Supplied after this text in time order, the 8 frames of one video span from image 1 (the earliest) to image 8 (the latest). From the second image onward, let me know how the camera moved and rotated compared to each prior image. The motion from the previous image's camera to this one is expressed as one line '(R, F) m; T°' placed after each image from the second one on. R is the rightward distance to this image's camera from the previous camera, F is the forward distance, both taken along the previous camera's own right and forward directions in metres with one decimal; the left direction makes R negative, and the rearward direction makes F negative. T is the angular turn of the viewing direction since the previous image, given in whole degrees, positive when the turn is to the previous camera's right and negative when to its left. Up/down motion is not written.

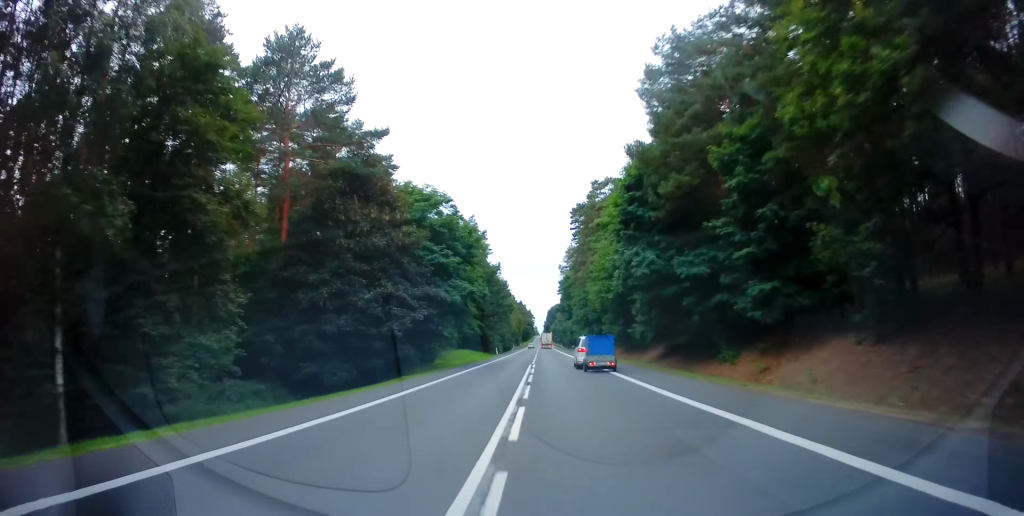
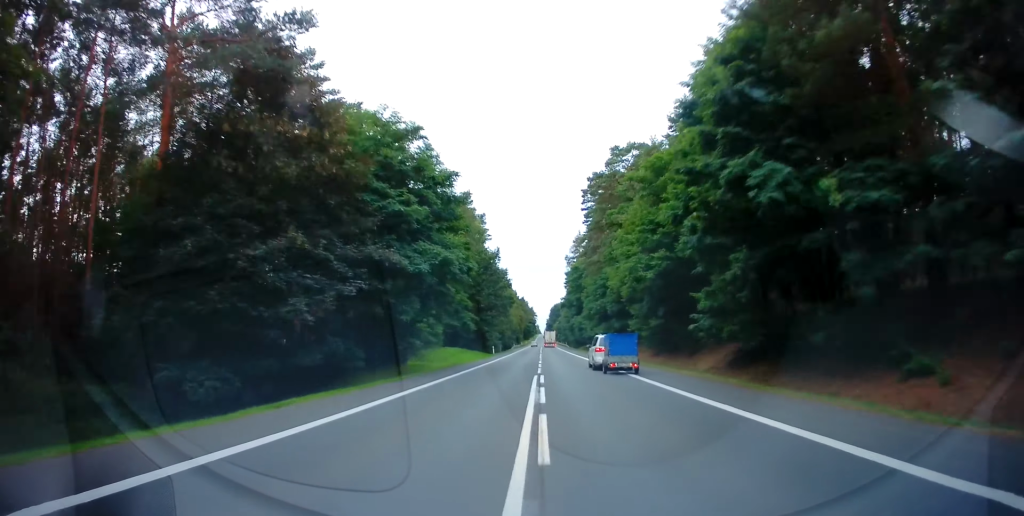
(0.0, +13.8) m; 0°
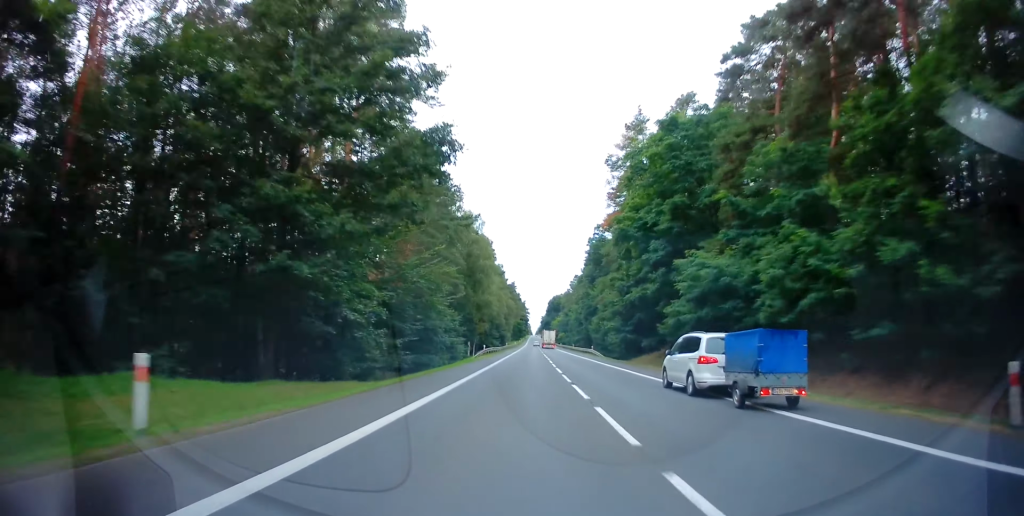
(+0.9, +71.0) m; +1°
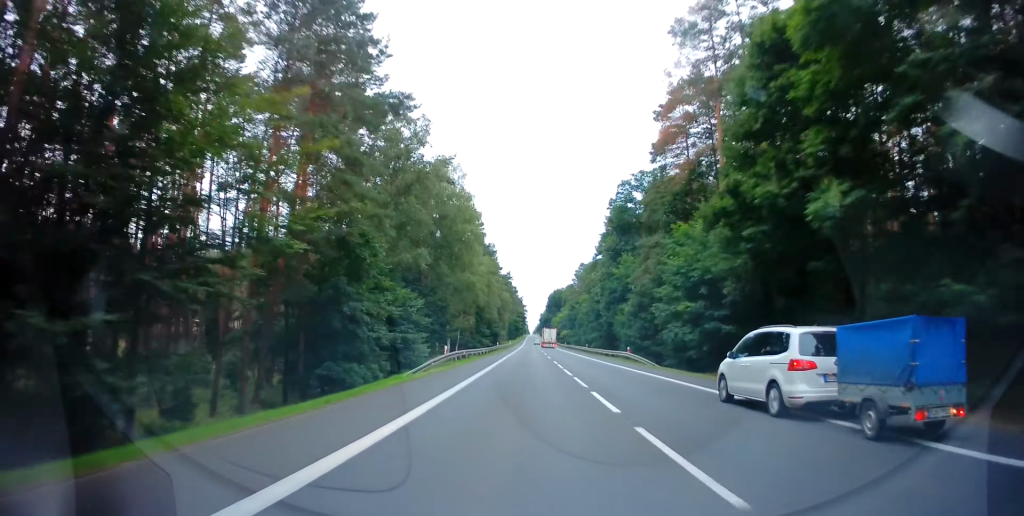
(-0.4, +26.6) m; -1°
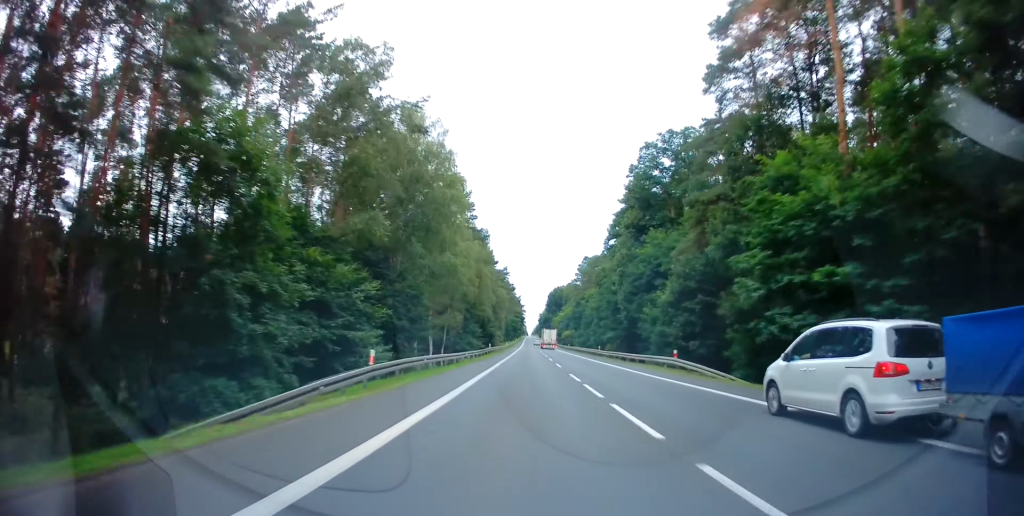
(-0.1, +14.7) m; 0°
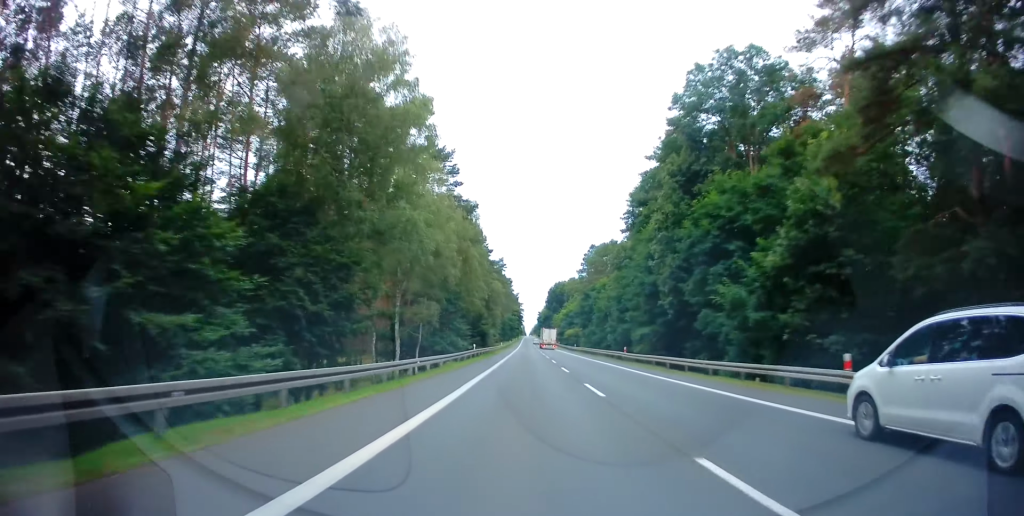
(-0.1, +17.7) m; +1°
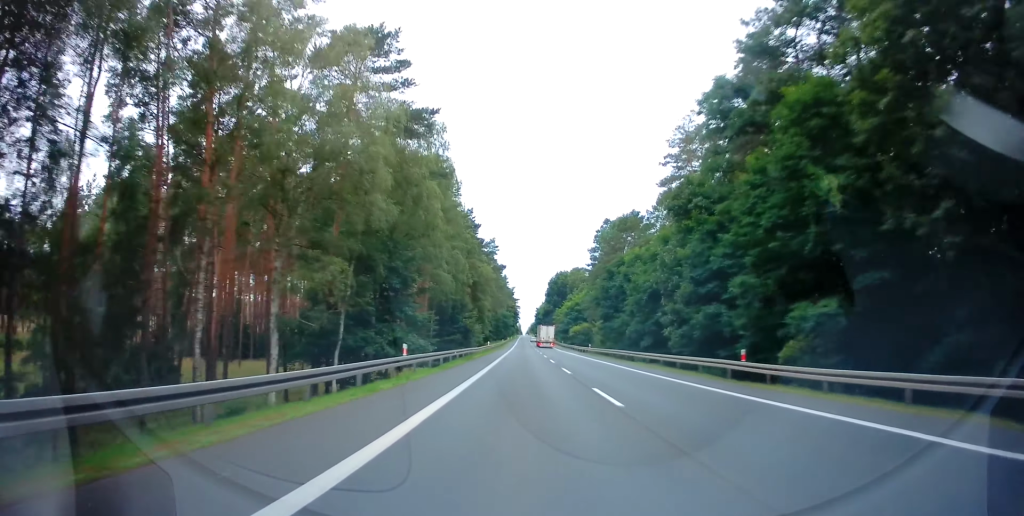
(+0.4, +26.6) m; +1°
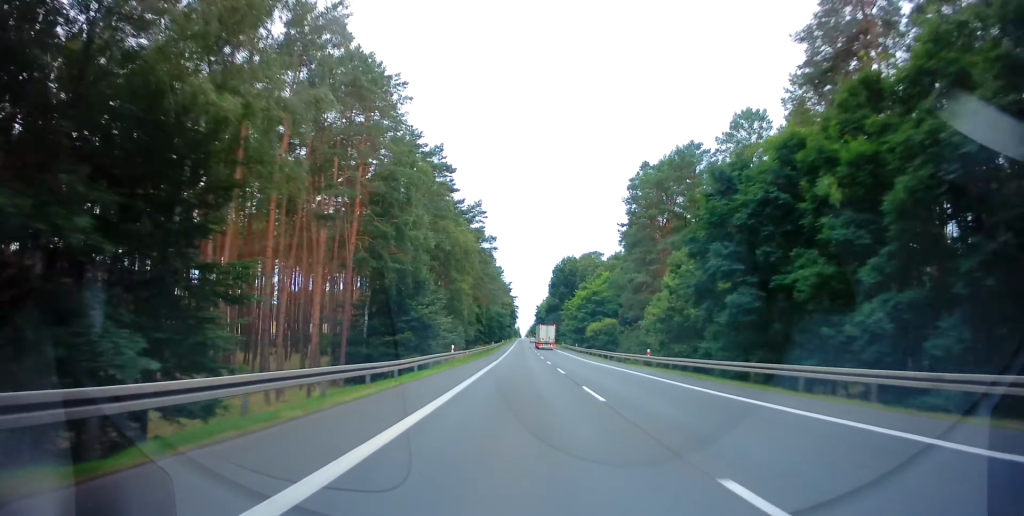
(+0.2, +34.4) m; 0°
